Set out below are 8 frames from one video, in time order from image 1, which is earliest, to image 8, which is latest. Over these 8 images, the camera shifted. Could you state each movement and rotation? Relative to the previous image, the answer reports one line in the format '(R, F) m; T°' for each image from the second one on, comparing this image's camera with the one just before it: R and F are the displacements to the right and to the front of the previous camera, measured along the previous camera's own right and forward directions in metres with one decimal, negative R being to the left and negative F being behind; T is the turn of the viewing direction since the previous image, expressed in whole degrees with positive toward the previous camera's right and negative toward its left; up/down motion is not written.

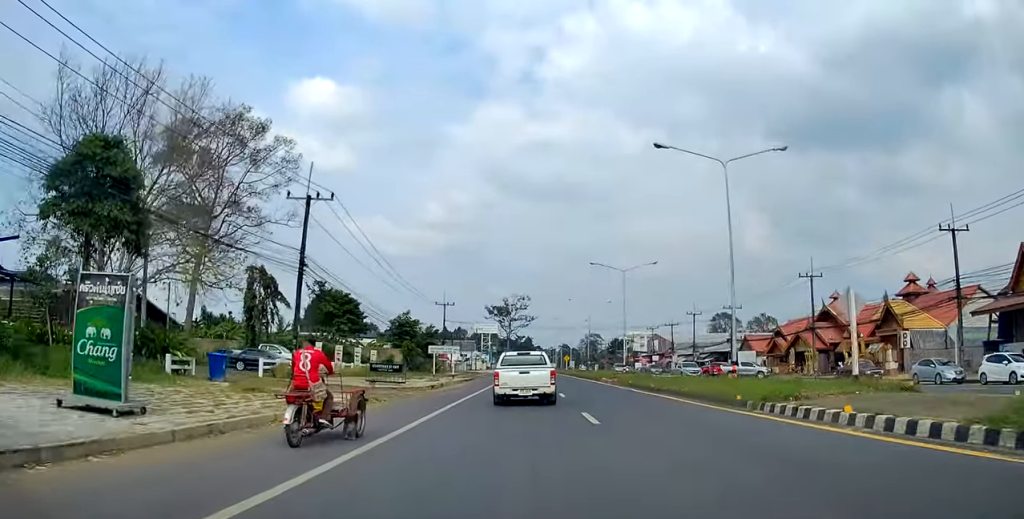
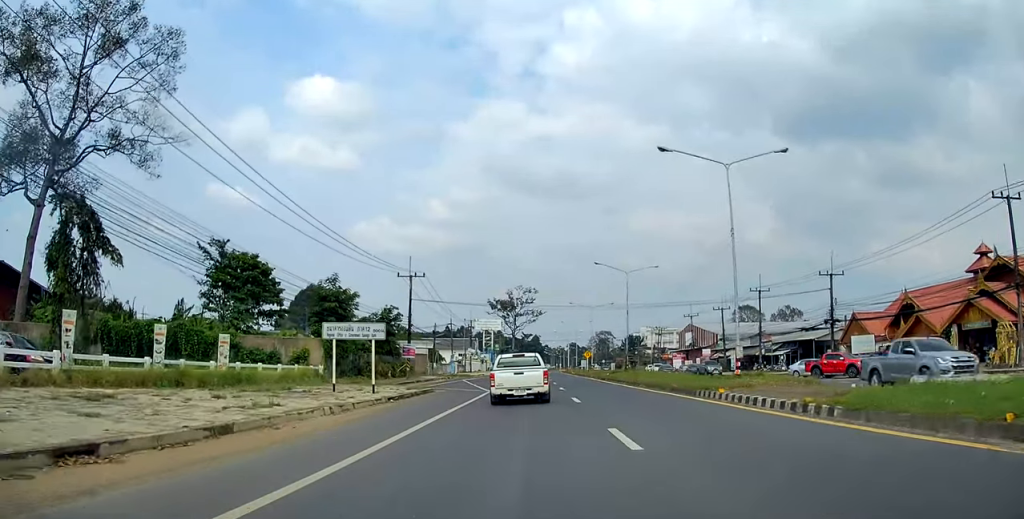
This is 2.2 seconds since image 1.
(-1.0, +28.4) m; -3°
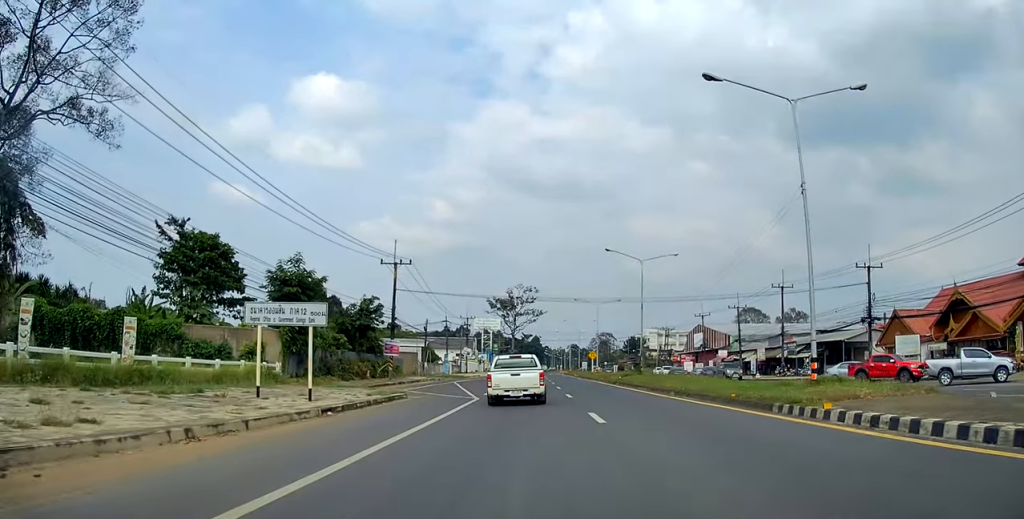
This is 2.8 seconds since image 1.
(0.0, +7.0) m; 0°
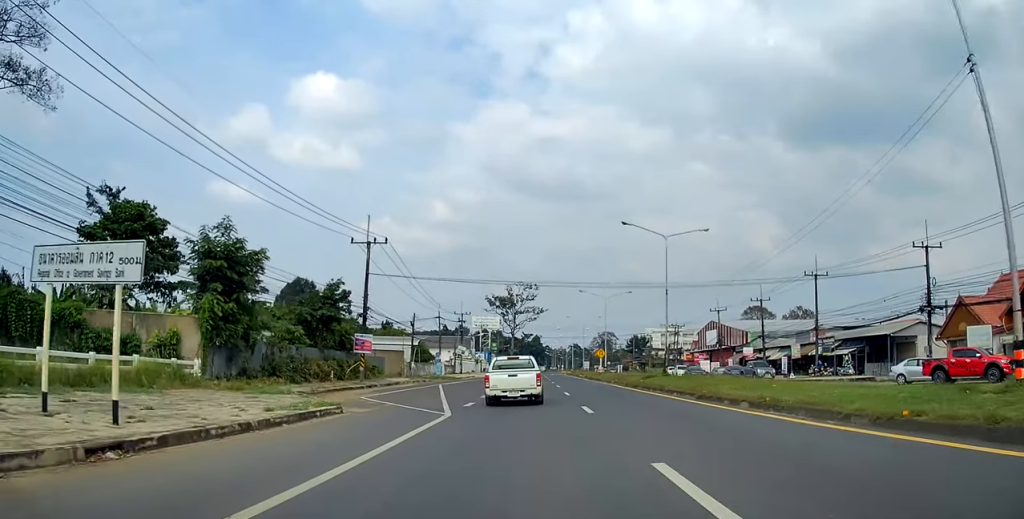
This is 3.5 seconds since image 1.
(0.0, +8.8) m; 0°
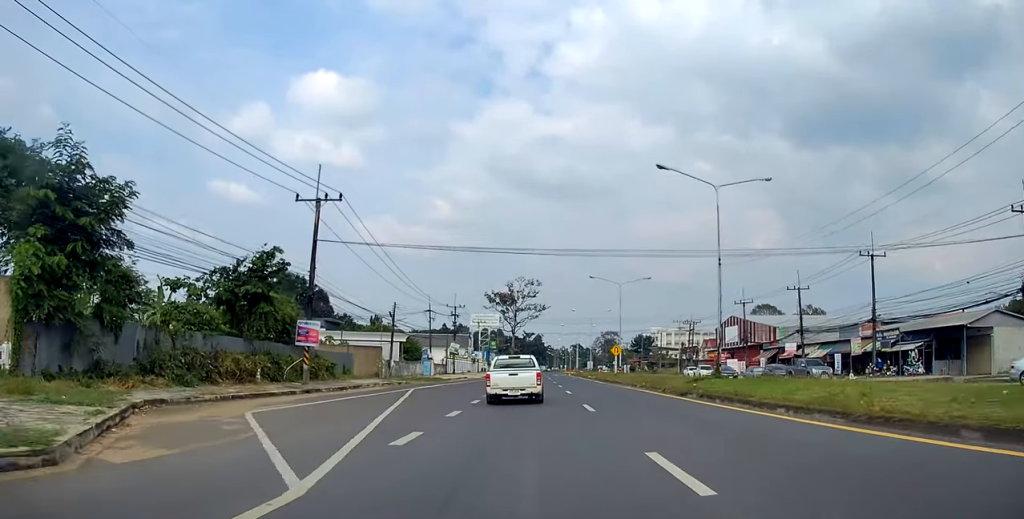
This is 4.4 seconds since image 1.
(+0.1, +10.7) m; 0°
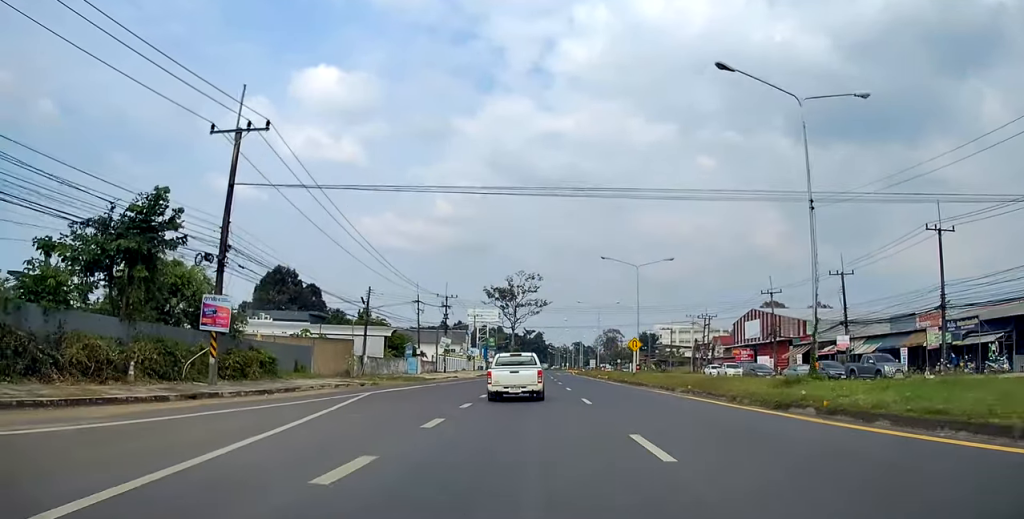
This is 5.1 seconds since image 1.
(0.0, +9.3) m; 0°
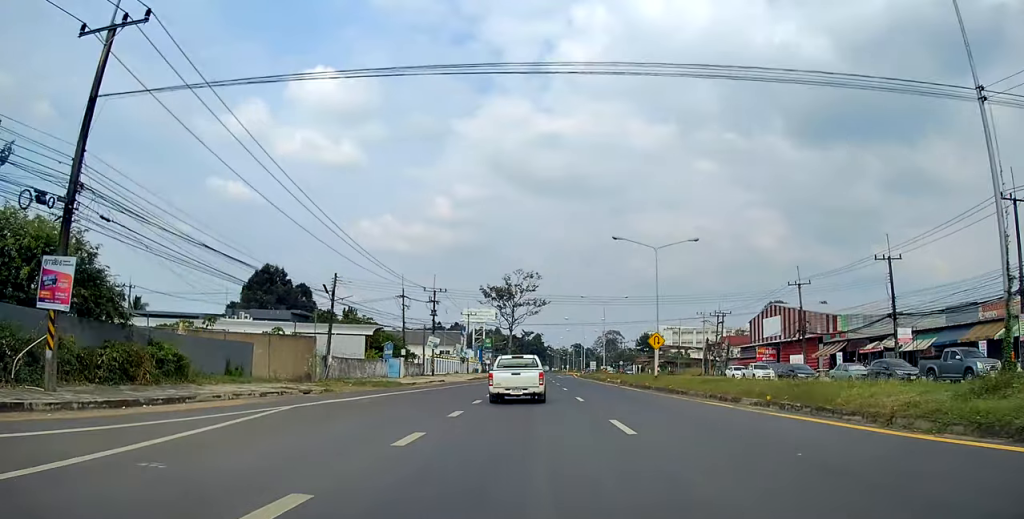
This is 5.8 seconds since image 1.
(0.0, +8.6) m; 0°
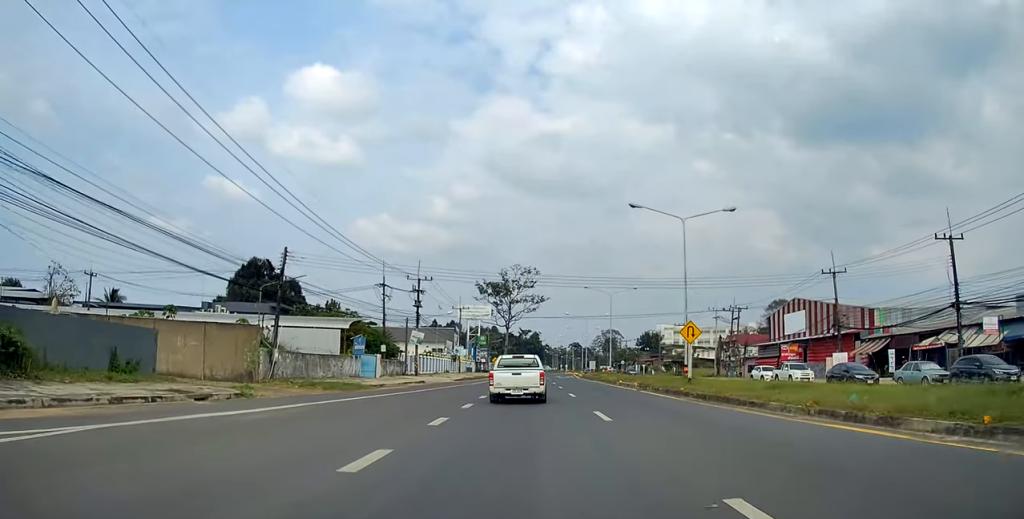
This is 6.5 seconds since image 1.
(0.0, +8.2) m; 0°
